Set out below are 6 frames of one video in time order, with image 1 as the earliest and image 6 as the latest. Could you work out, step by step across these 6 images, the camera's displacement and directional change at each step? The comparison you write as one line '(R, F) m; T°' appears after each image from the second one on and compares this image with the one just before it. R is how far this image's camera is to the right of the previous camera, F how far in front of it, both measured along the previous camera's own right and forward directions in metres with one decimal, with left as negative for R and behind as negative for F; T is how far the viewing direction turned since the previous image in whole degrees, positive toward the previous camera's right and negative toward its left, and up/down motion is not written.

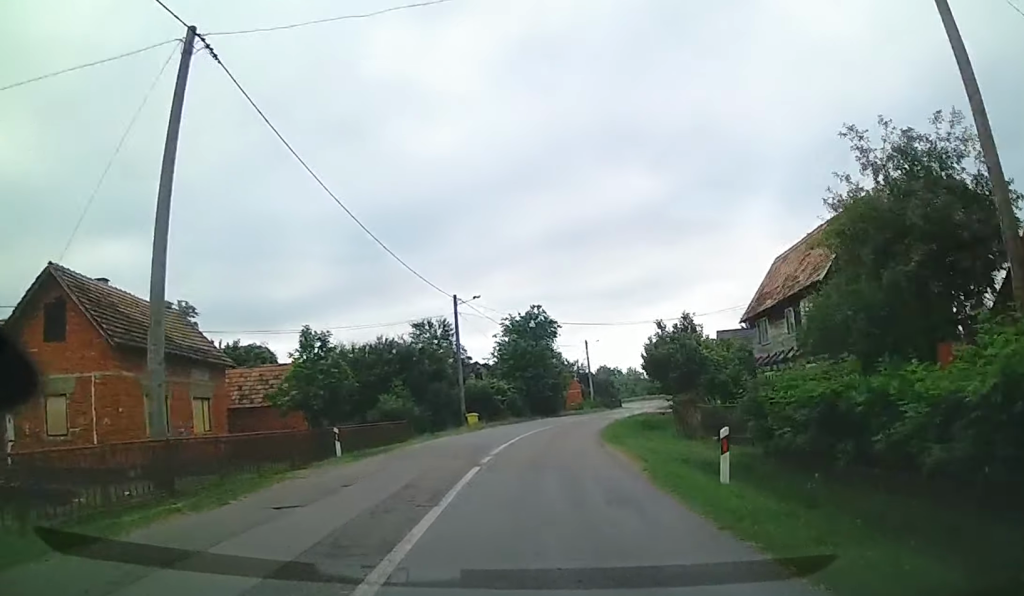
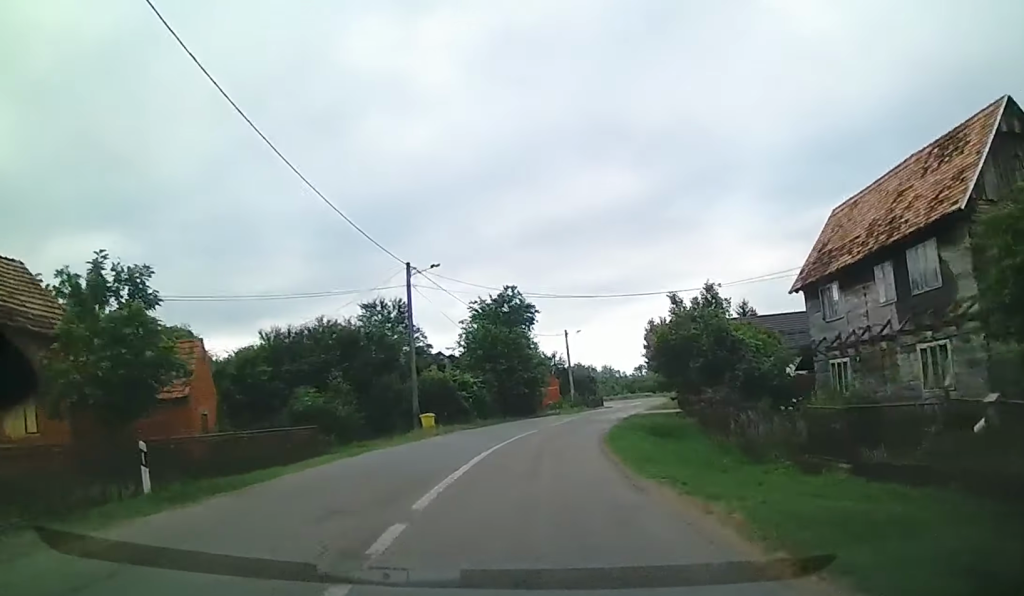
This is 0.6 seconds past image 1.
(+0.4, +9.5) m; +1°
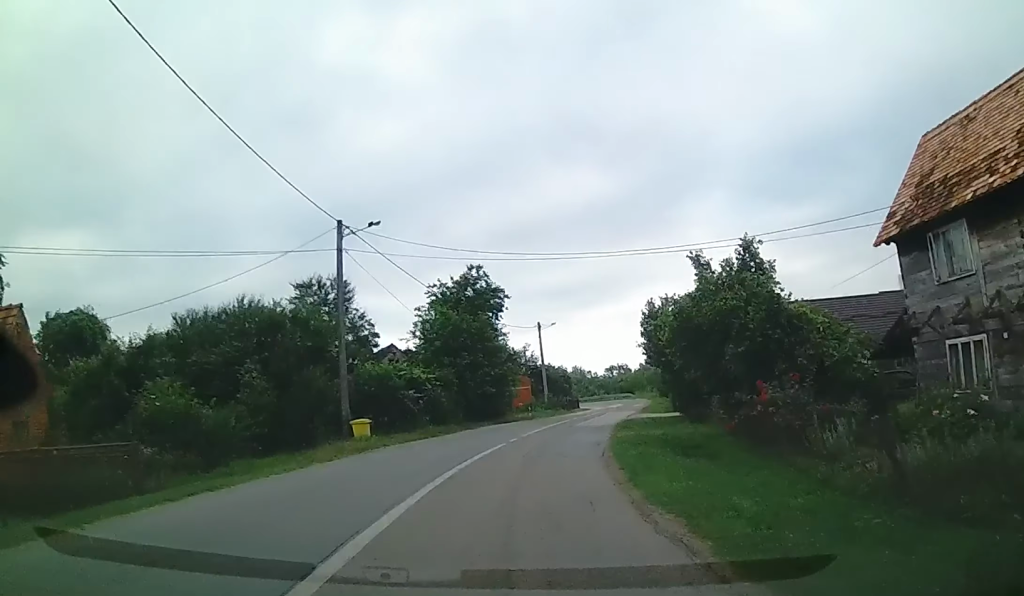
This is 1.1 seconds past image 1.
(+0.2, +8.4) m; +1°
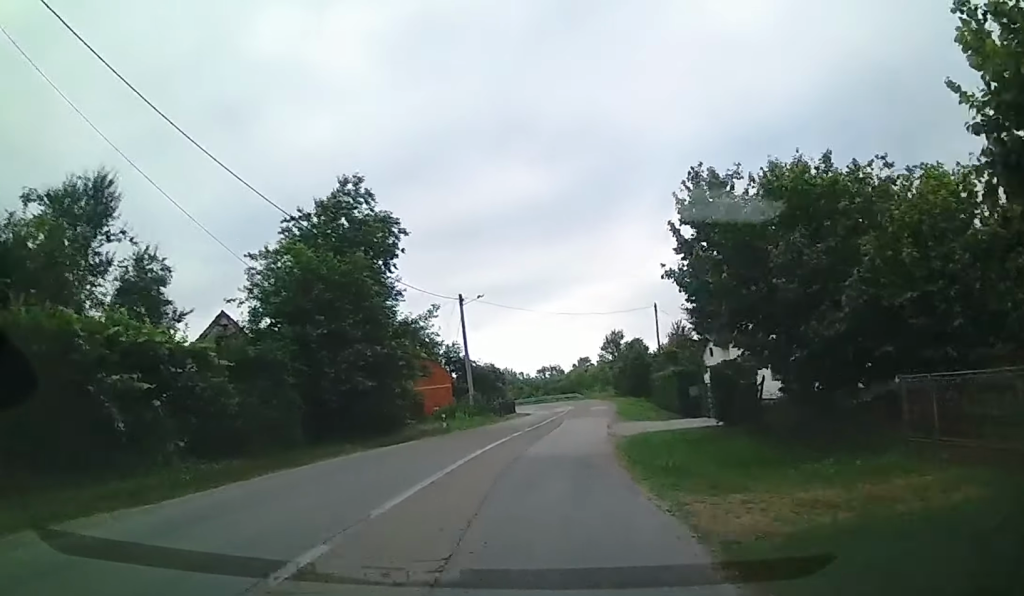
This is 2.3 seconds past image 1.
(0.0, +17.9) m; +3°
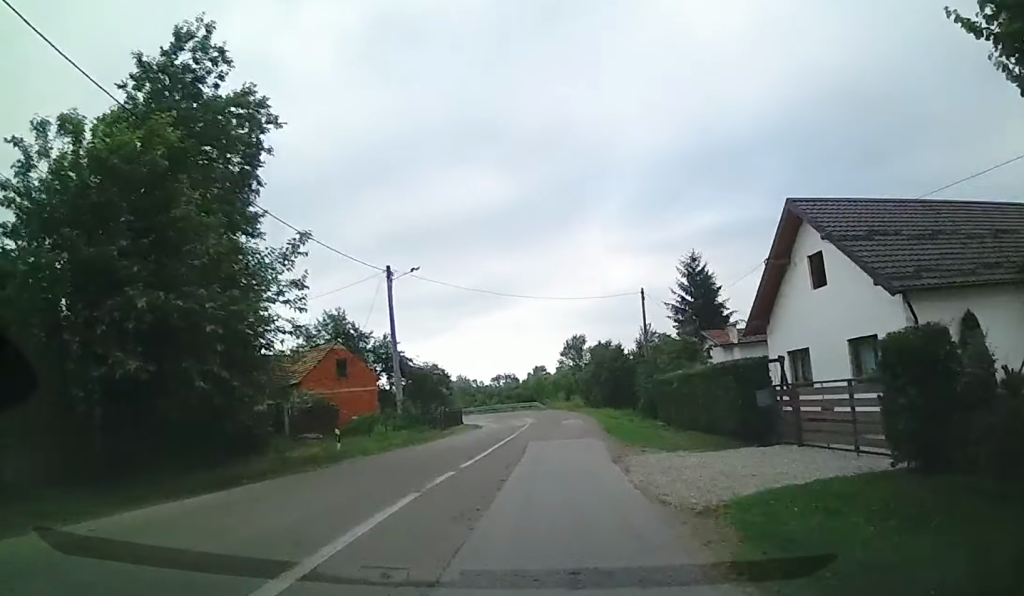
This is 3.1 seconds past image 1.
(+0.3, +11.6) m; +3°
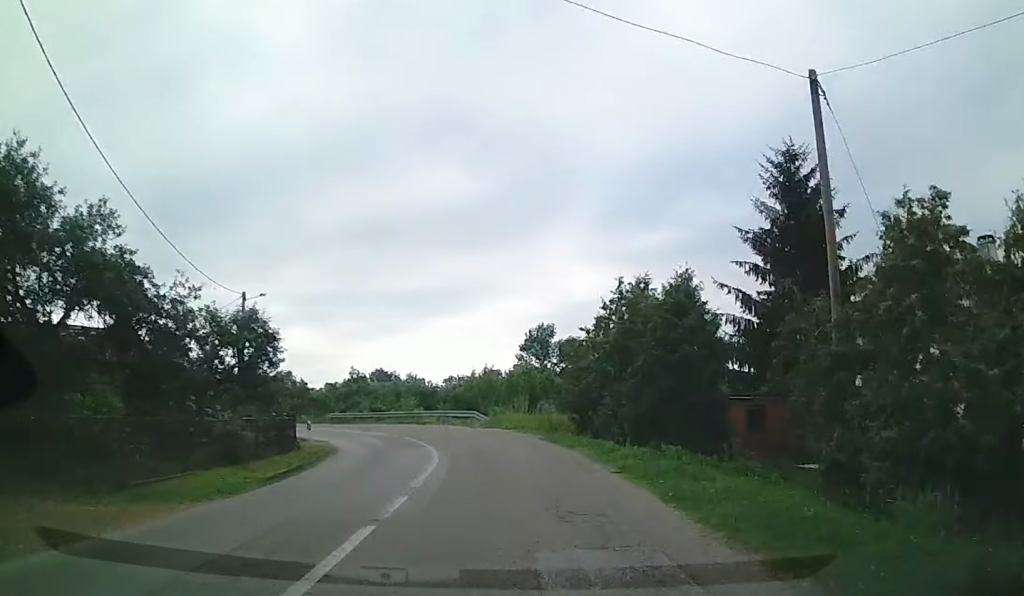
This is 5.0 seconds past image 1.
(+0.8, +29.1) m; -2°
